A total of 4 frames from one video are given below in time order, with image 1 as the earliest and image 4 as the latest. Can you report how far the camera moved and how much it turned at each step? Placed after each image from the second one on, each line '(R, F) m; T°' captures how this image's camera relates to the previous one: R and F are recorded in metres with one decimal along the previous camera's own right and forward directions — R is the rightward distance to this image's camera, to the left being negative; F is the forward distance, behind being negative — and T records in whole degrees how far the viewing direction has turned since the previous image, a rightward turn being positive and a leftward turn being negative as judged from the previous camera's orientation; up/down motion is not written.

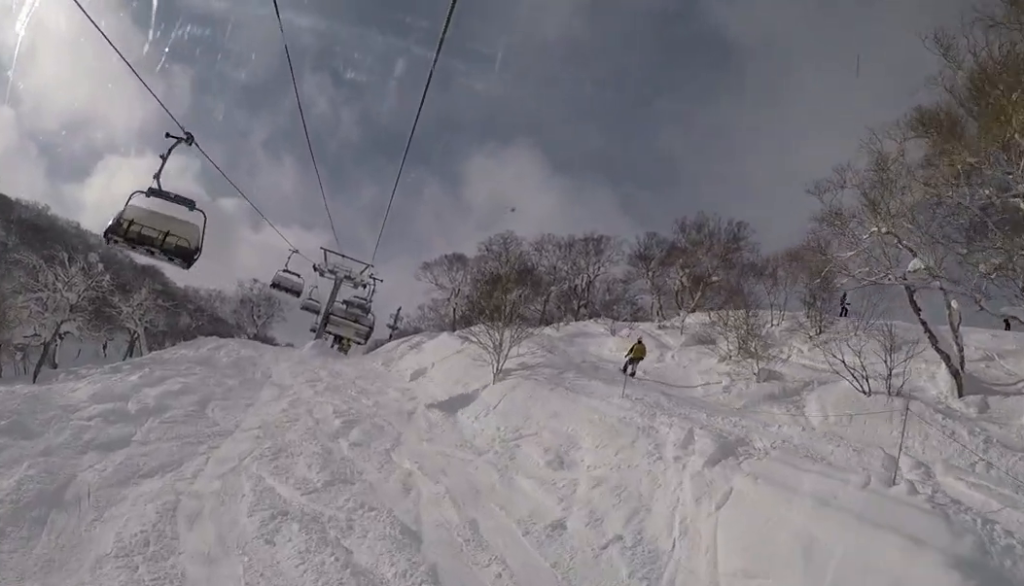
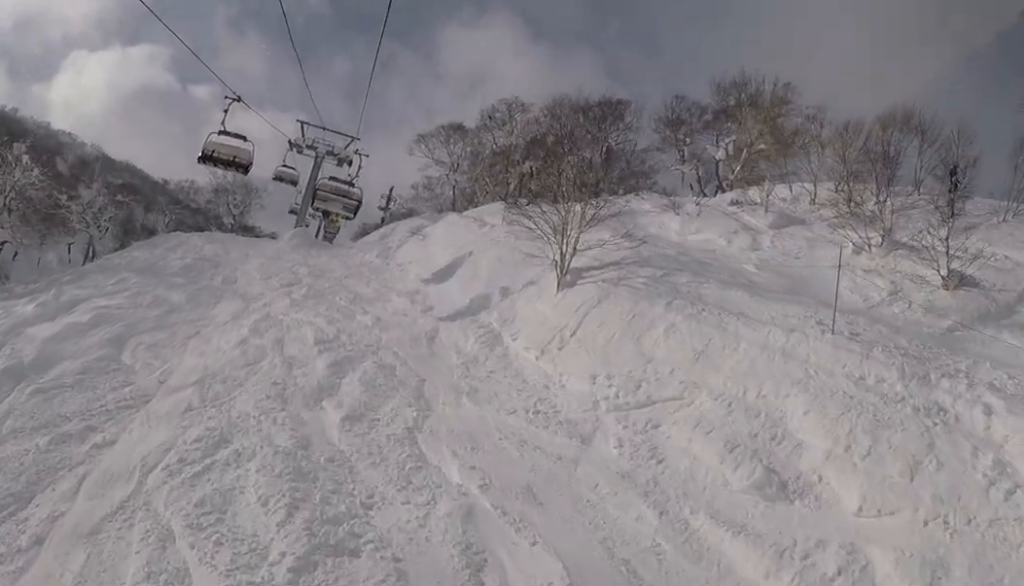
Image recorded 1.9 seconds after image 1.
(-0.1, +8.8) m; +13°
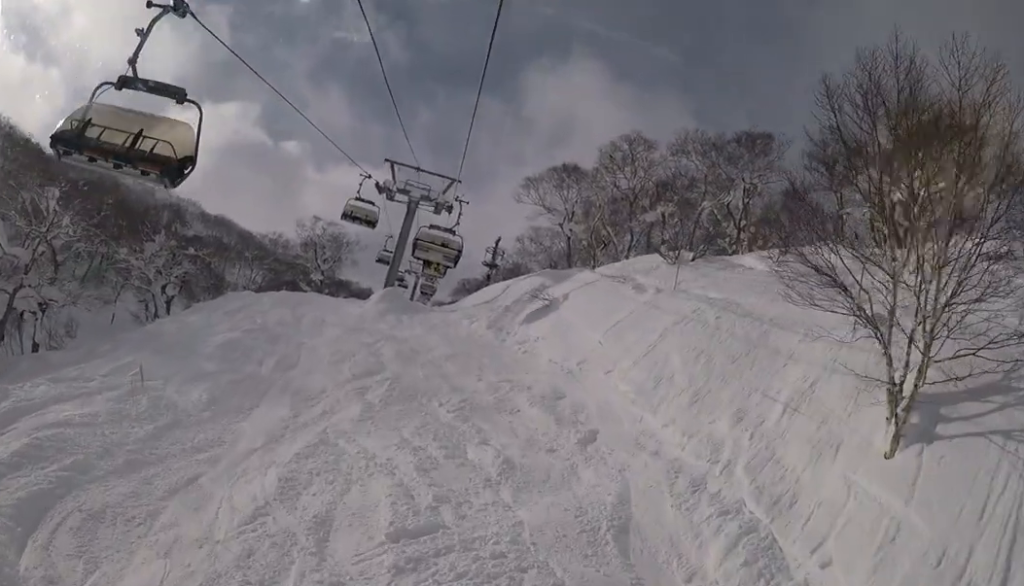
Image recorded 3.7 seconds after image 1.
(+0.7, +8.4) m; -8°
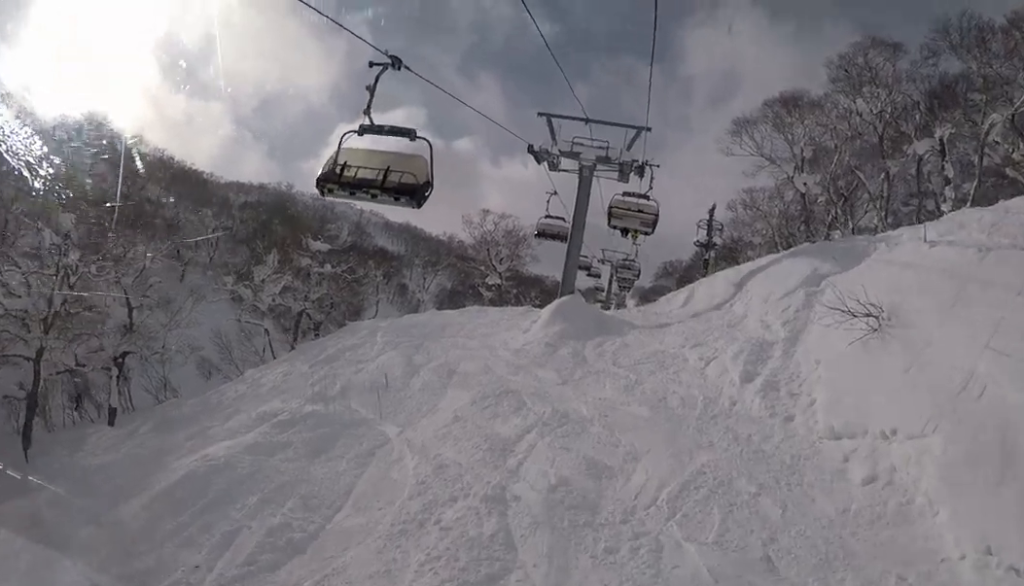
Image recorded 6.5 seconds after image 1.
(-1.8, +14.1) m; -7°
